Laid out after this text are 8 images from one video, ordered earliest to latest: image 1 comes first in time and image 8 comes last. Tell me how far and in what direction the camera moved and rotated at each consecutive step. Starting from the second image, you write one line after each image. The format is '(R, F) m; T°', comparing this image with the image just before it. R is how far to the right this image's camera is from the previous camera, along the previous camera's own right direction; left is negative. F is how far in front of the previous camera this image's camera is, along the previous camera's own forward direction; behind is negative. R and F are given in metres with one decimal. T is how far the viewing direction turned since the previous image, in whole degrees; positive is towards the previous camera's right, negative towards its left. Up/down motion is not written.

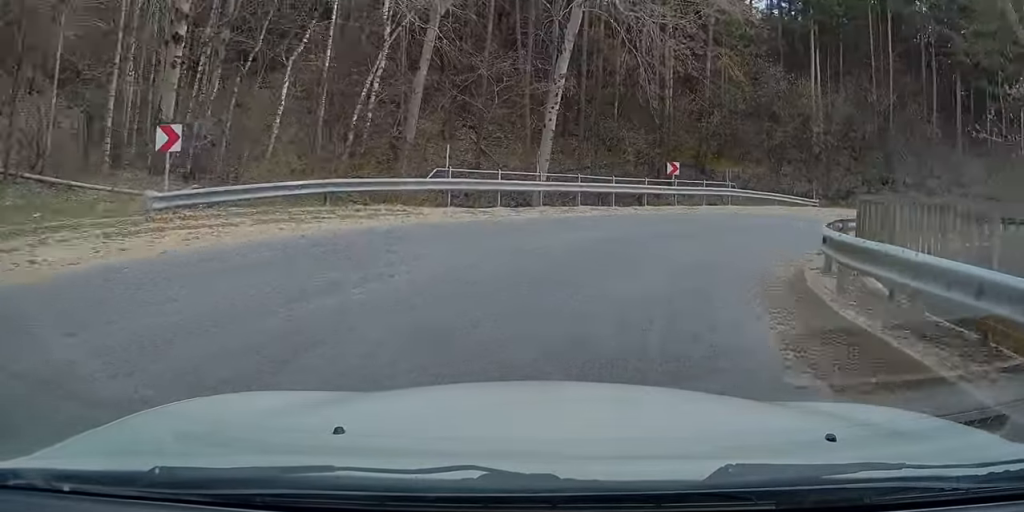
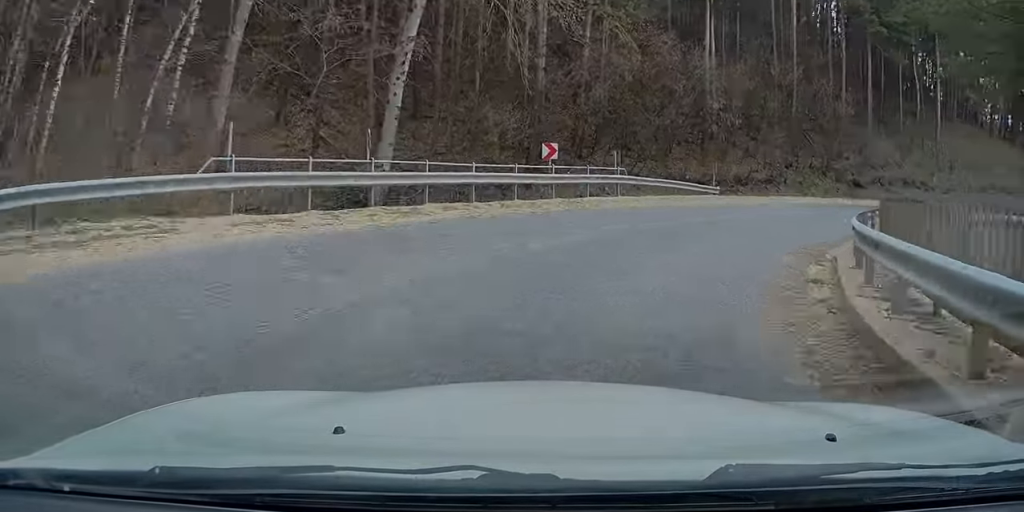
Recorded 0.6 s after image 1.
(+0.5, +5.8) m; +7°
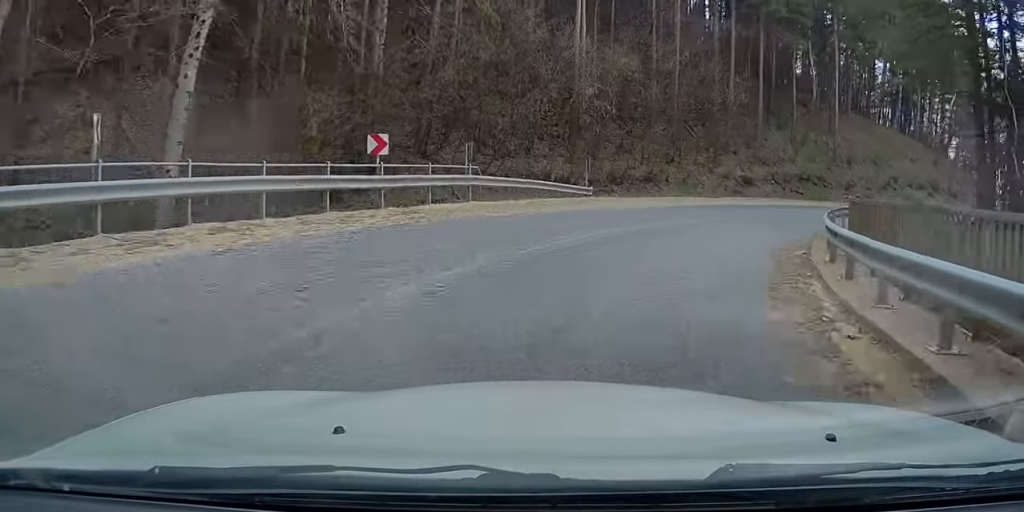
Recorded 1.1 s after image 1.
(+0.3, +5.7) m; +6°
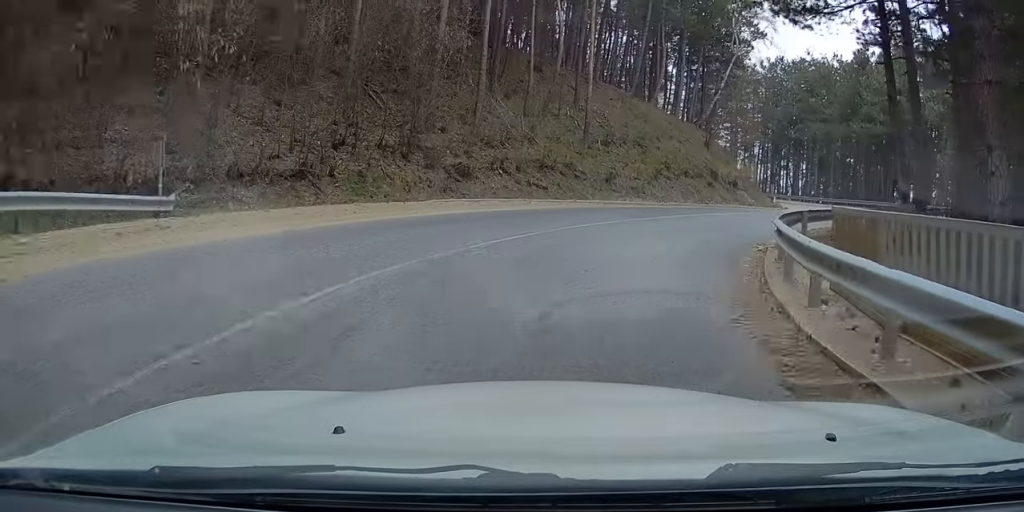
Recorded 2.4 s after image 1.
(+1.6, +14.1) m; +12°
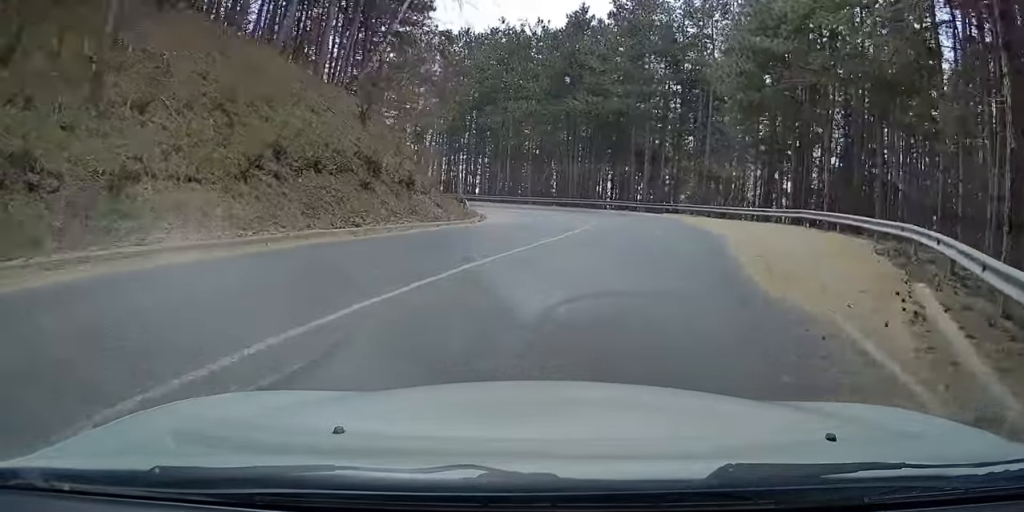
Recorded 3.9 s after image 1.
(+2.7, +17.6) m; +26°
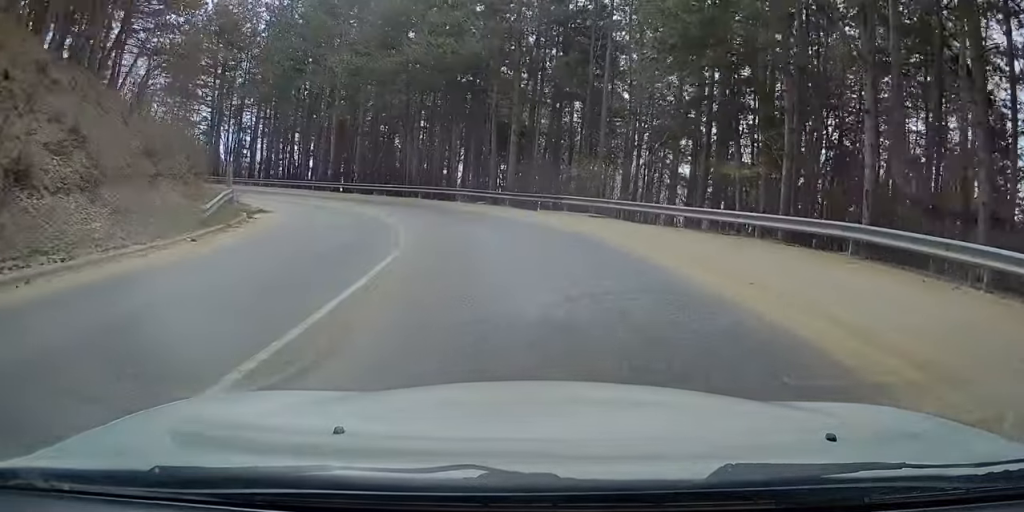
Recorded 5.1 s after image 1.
(+2.8, +12.7) m; +12°
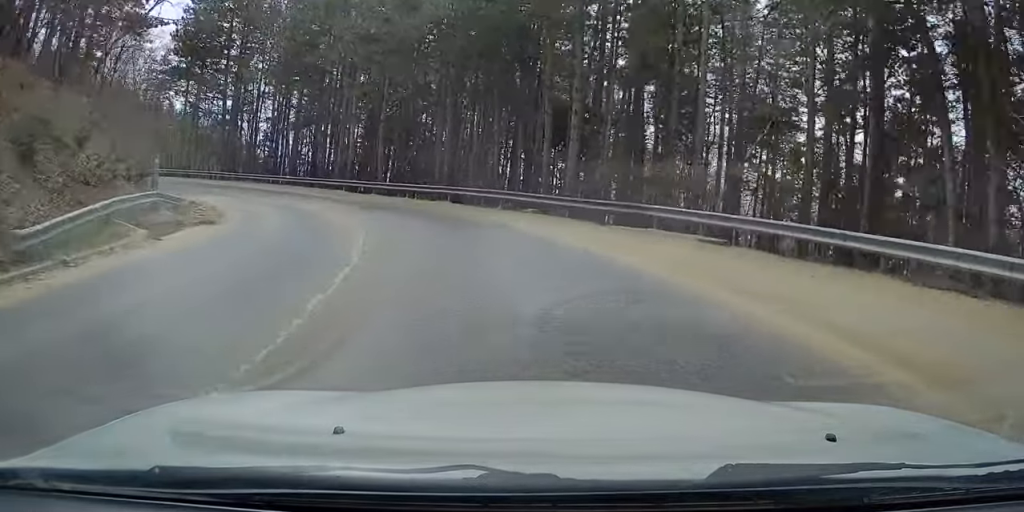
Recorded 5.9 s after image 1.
(+0.1, +7.7) m; -1°
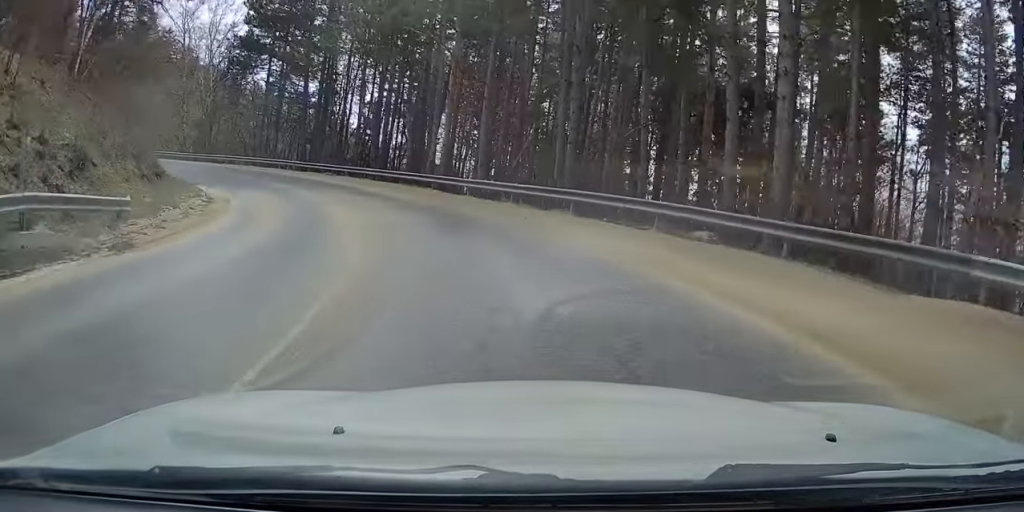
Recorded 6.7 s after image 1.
(-0.3, +8.5) m; +7°
